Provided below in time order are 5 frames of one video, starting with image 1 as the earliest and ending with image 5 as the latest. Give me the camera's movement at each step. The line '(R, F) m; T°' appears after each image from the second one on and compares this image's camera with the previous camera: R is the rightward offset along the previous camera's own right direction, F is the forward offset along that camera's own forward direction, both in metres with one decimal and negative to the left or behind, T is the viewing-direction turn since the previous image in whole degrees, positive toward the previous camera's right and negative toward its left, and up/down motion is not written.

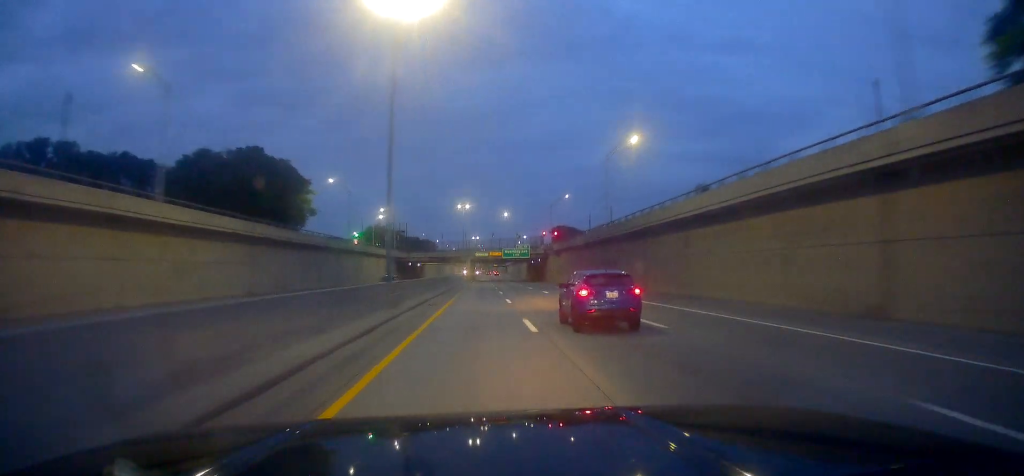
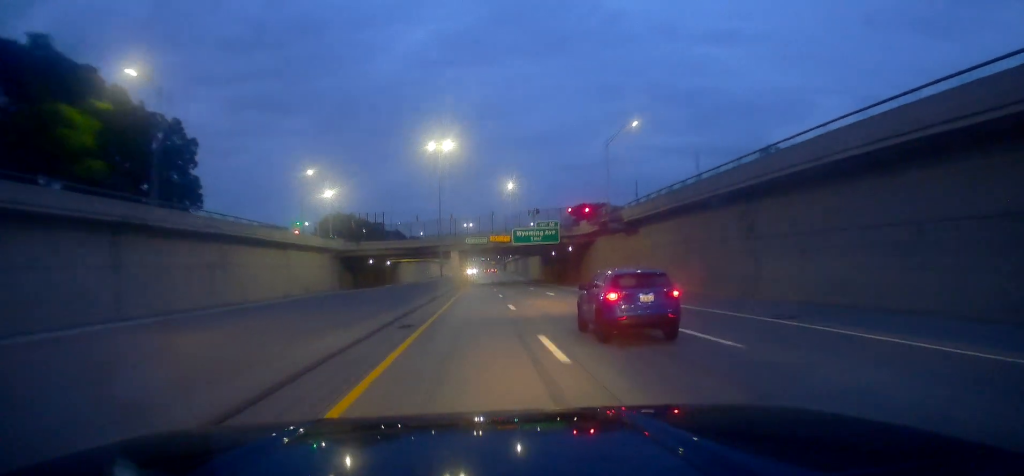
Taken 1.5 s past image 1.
(+0.8, +50.9) m; +1°
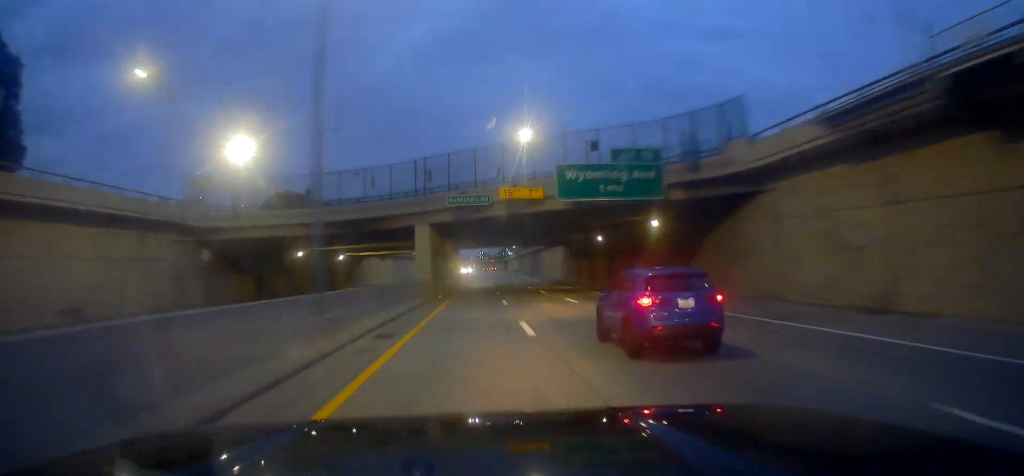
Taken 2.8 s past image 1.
(-0.1, +41.1) m; 0°
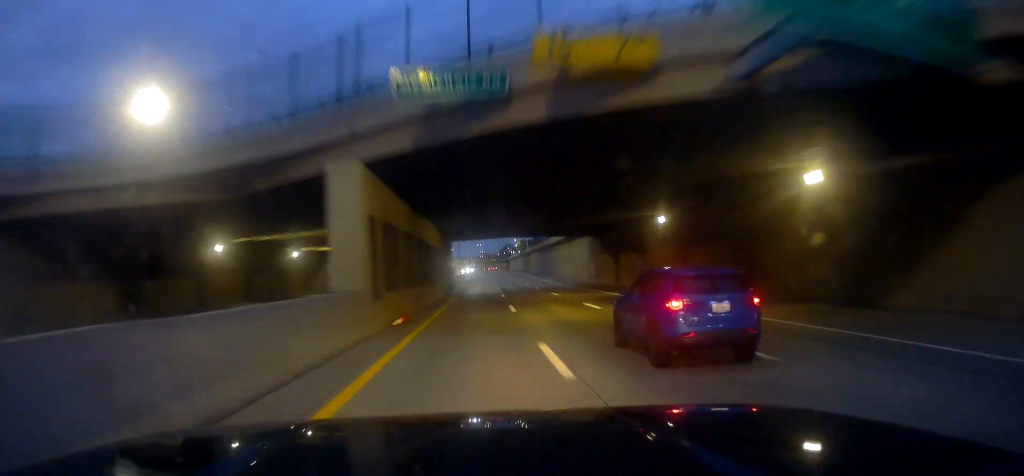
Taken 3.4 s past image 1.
(-0.3, +21.1) m; 0°
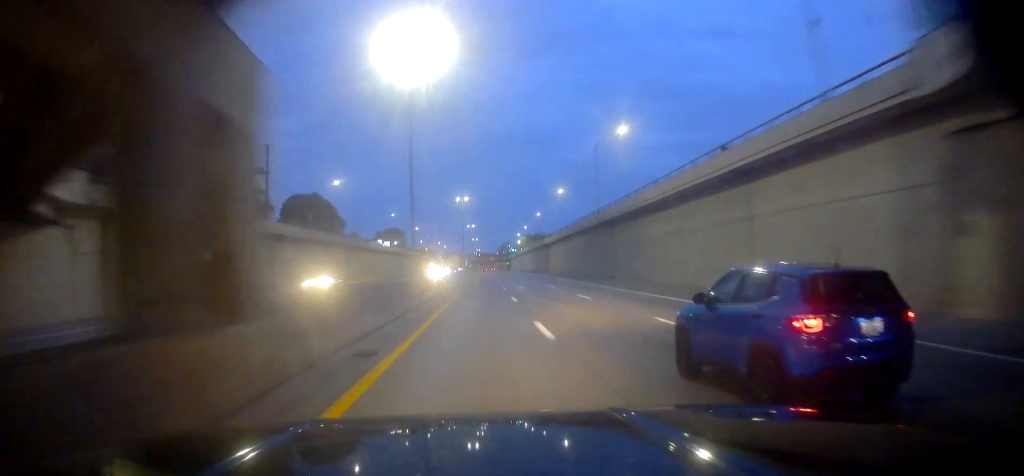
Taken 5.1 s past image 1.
(+0.5, +55.4) m; 0°
